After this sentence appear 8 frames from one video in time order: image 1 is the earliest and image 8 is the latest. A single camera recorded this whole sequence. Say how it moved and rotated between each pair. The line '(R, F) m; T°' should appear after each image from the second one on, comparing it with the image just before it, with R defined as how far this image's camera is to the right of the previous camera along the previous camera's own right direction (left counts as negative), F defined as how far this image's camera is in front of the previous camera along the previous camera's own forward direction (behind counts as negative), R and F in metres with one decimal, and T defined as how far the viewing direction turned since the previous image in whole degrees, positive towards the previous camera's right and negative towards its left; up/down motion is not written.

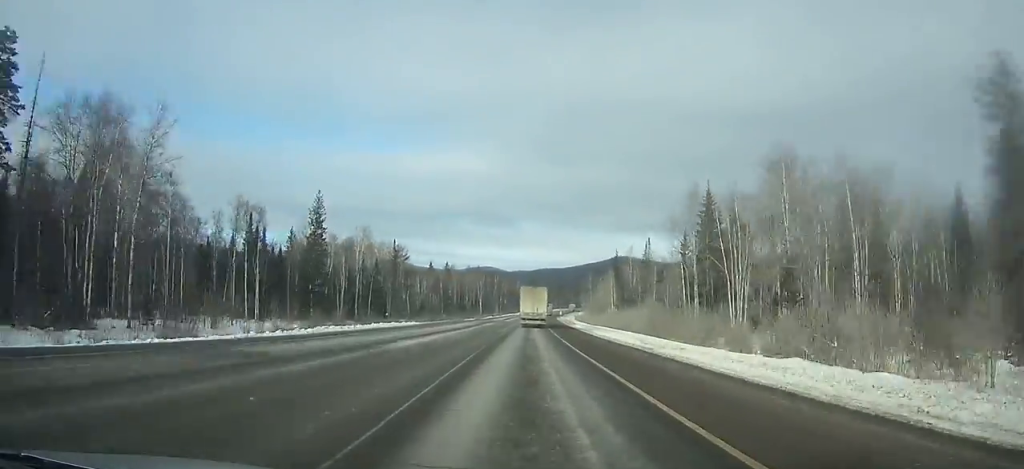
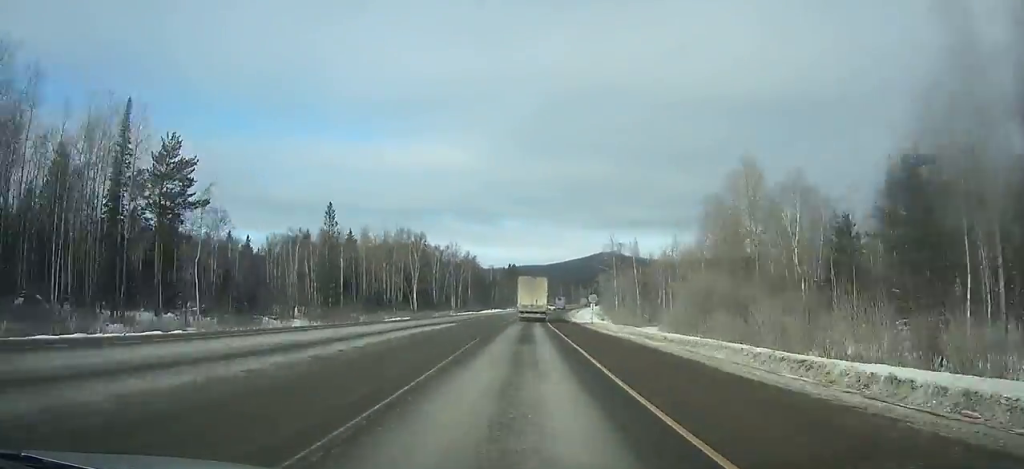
(+1.5, +104.8) m; +2°
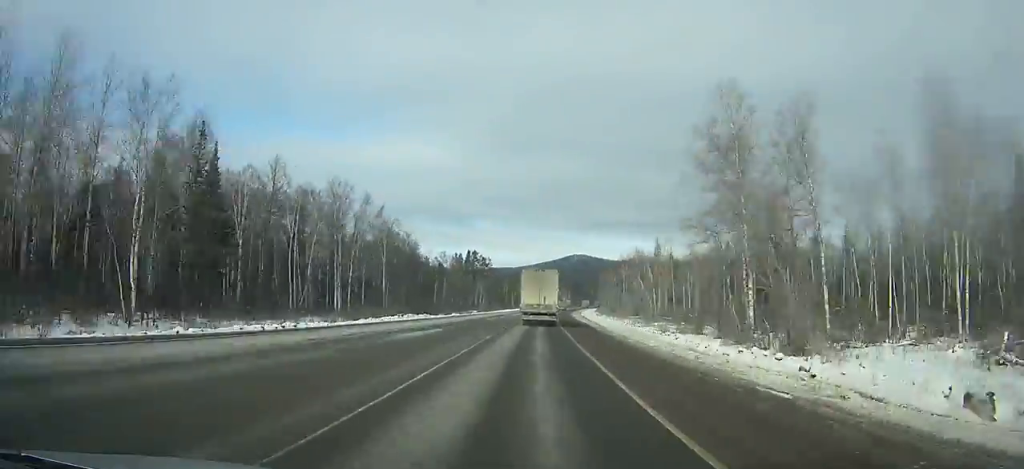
(+2.1, +86.6) m; +3°
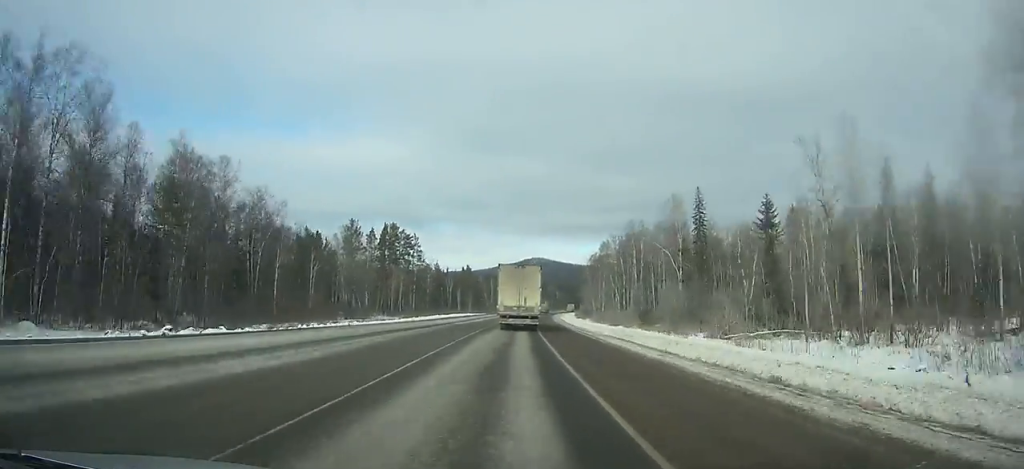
(+2.3, +83.5) m; +3°
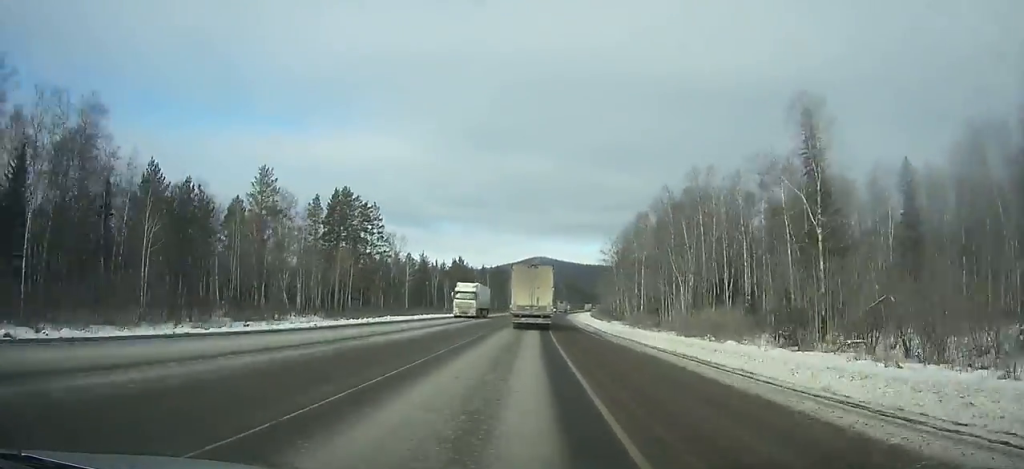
(+0.4, +43.7) m; +1°
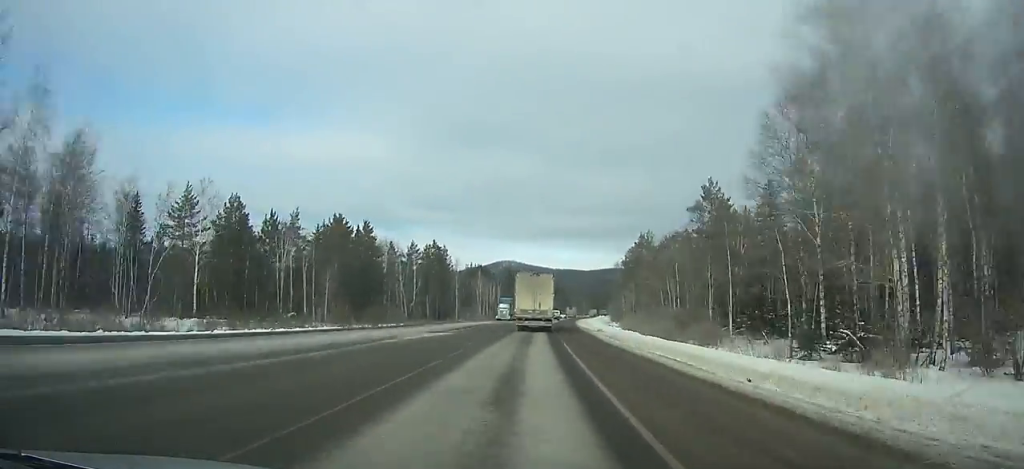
(+3.0, +104.7) m; +4°
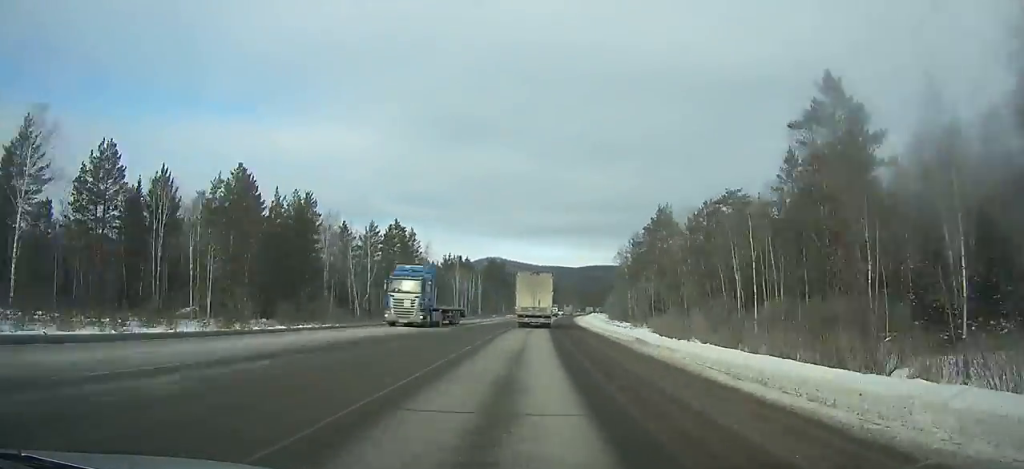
(-0.1, +28.9) m; +1°
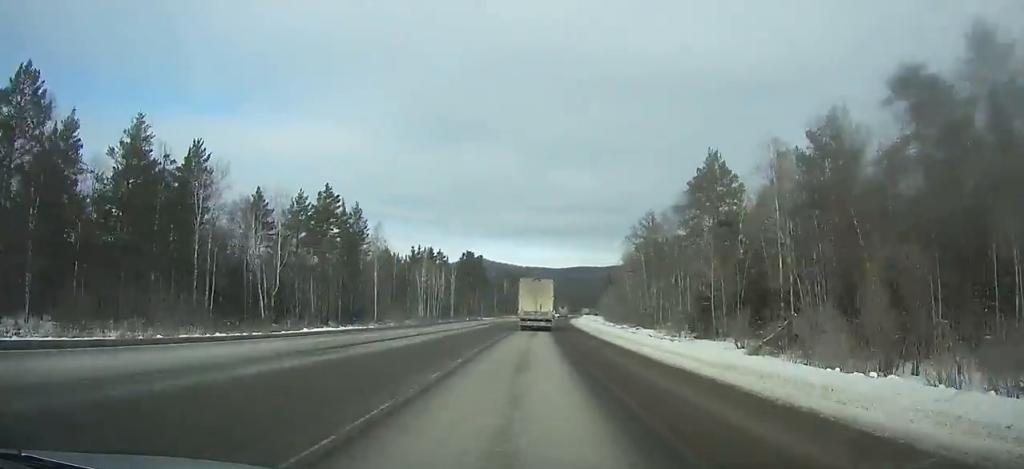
(+0.9, +36.0) m; +1°
